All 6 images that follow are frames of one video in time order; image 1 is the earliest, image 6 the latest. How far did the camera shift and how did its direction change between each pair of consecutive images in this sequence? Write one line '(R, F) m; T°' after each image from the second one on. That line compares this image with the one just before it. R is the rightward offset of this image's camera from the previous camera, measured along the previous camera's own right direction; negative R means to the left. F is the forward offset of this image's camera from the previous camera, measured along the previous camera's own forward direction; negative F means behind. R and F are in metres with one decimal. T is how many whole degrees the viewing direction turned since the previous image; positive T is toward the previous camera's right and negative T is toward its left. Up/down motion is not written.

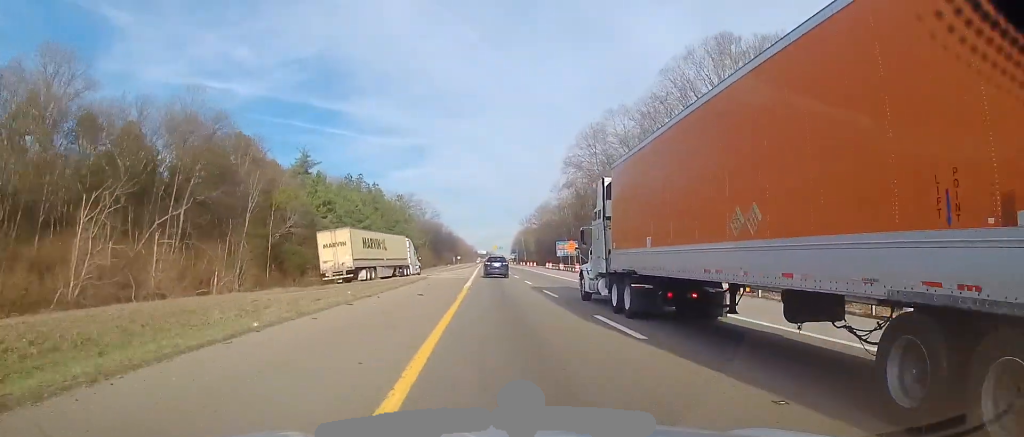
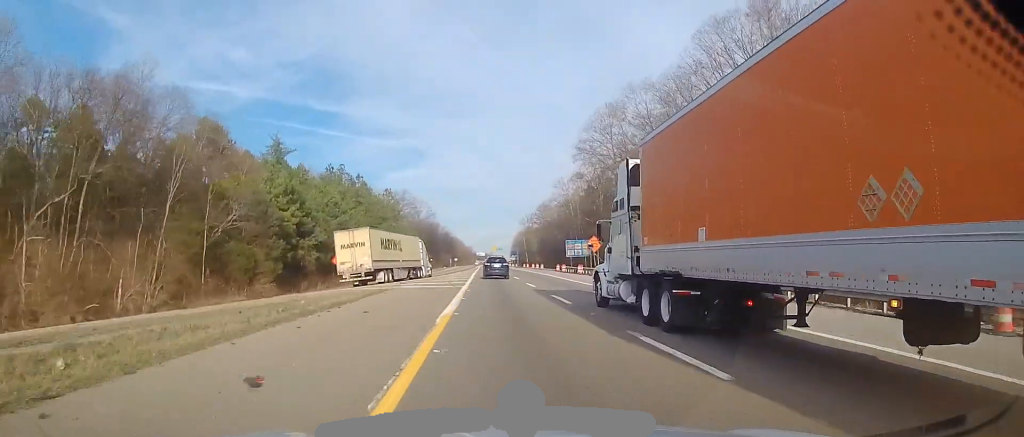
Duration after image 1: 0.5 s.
(+0.2, +16.2) m; +1°
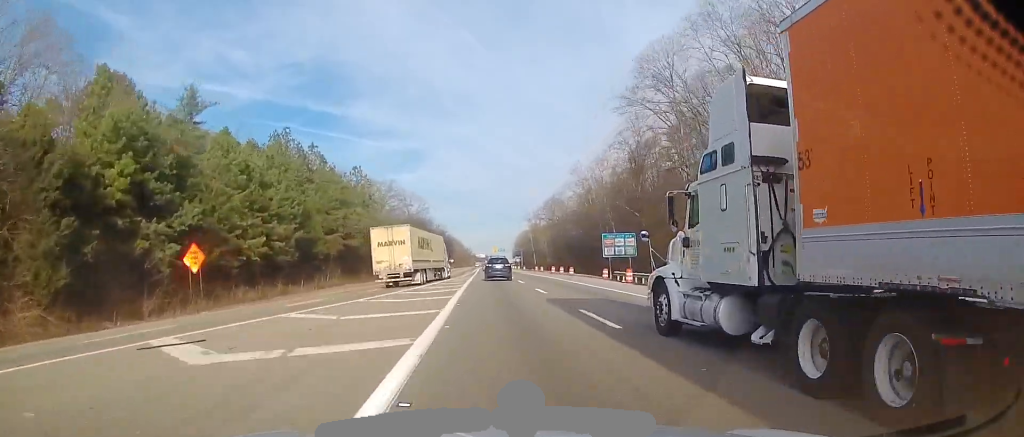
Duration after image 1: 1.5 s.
(+0.3, +34.3) m; +1°
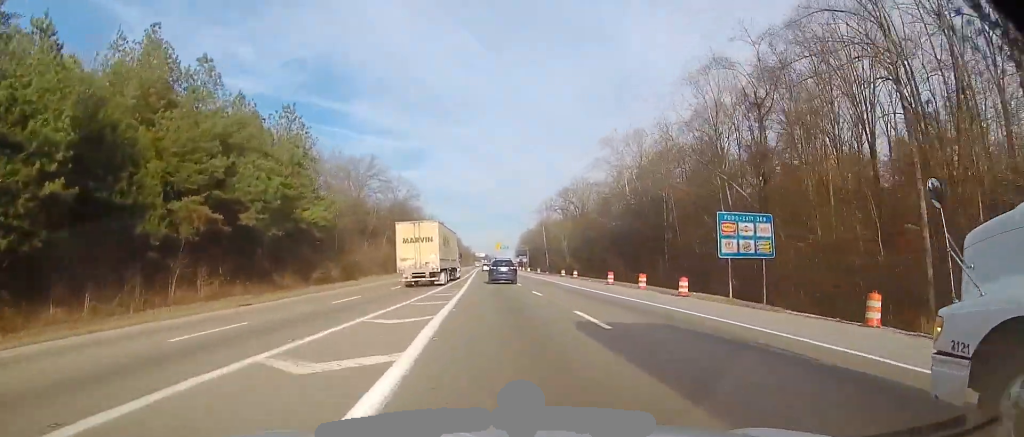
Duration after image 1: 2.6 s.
(+0.4, +38.8) m; 0°
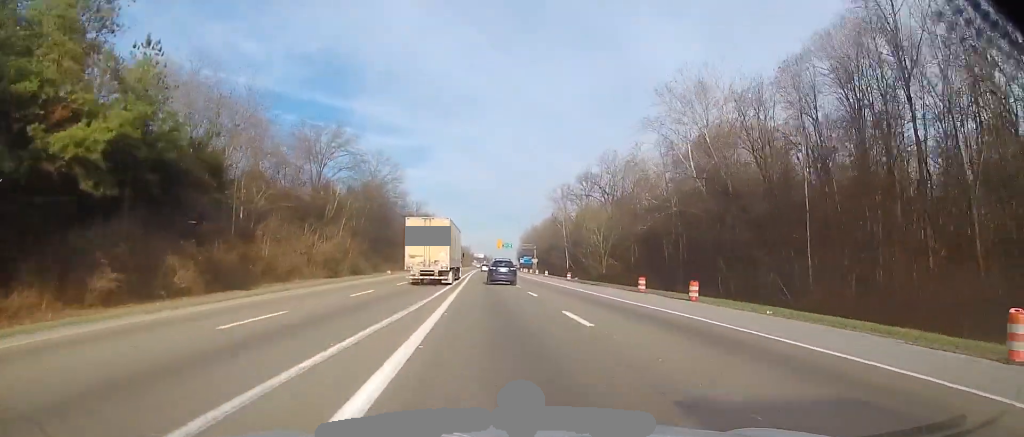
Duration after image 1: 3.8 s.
(-0.6, +38.4) m; -2°
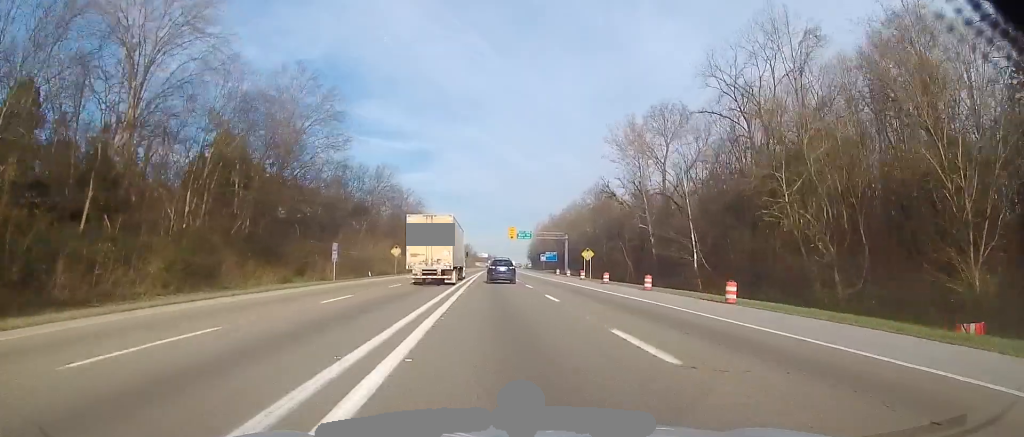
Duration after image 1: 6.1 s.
(+0.4, +68.7) m; +2°
